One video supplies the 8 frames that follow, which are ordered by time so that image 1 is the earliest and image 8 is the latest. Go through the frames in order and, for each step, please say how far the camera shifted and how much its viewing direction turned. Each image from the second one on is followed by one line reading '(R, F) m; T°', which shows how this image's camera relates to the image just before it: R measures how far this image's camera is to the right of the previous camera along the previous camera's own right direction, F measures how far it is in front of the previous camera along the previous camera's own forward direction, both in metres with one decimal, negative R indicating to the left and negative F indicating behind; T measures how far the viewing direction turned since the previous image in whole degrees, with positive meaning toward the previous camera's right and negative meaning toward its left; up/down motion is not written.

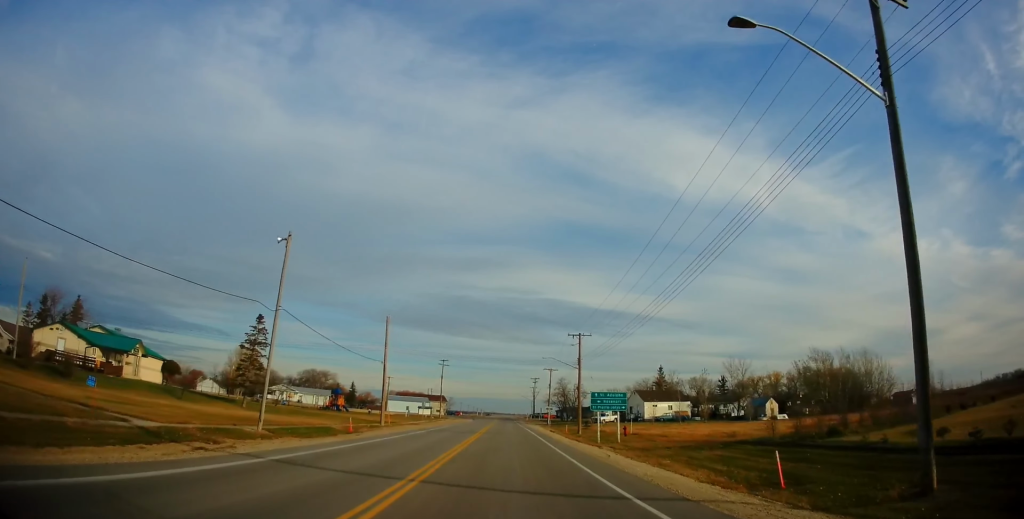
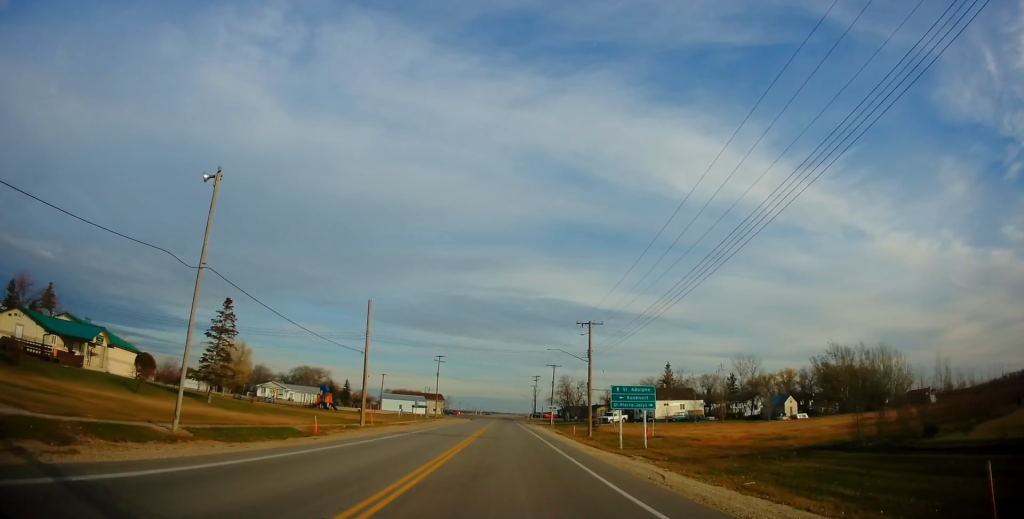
(-0.2, +6.9) m; -1°
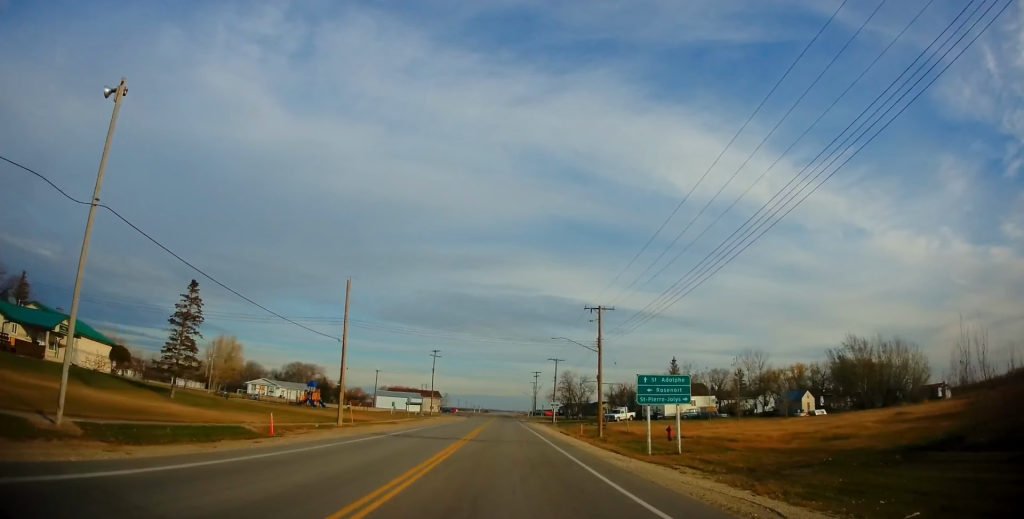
(-0.1, +5.6) m; 0°
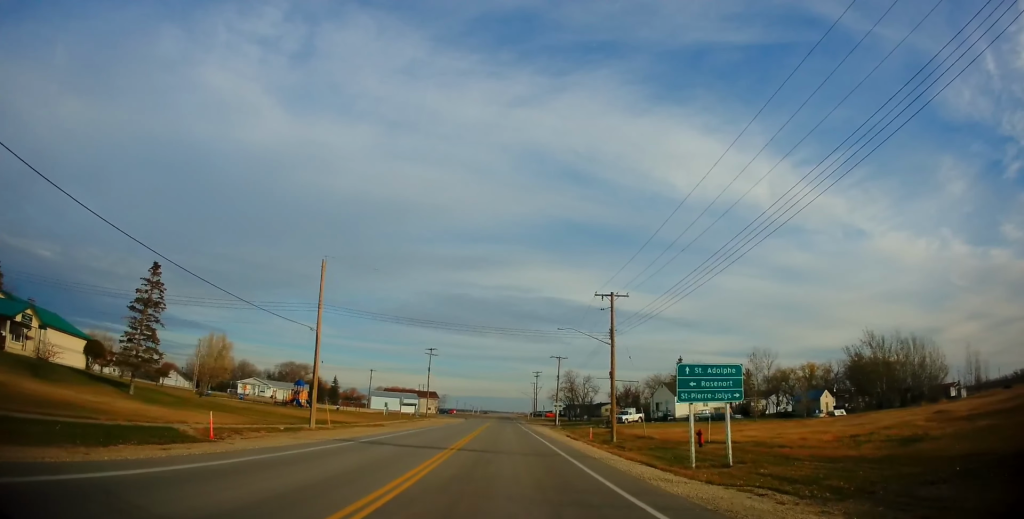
(+0.1, +5.4) m; +1°
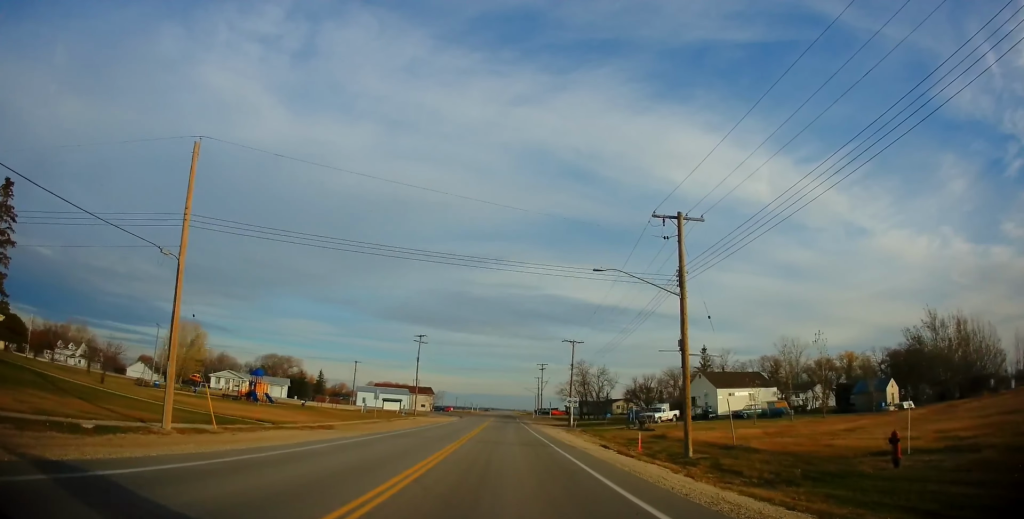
(+0.2, +14.9) m; 0°
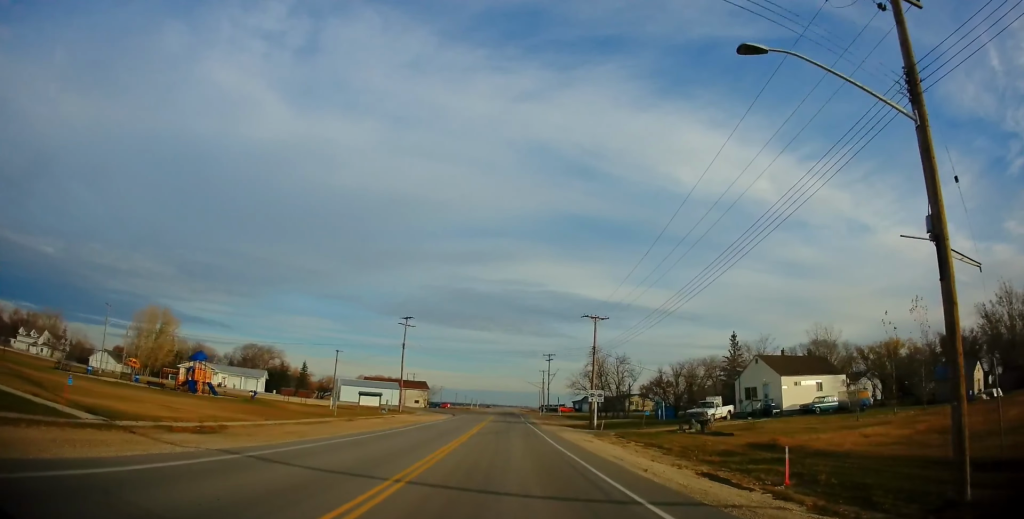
(-0.3, +14.9) m; -1°
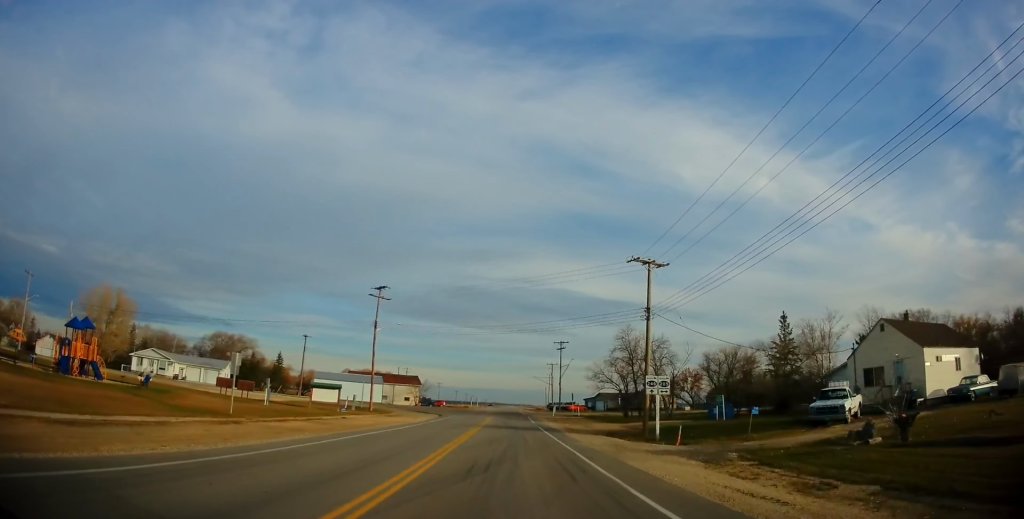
(+0.3, +18.8) m; +1°
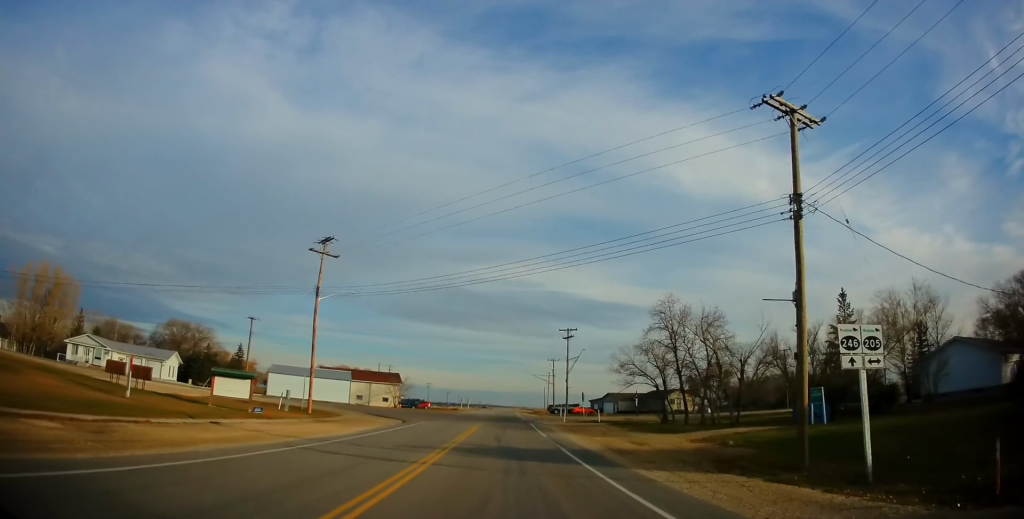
(-0.1, +17.9) m; 0°
